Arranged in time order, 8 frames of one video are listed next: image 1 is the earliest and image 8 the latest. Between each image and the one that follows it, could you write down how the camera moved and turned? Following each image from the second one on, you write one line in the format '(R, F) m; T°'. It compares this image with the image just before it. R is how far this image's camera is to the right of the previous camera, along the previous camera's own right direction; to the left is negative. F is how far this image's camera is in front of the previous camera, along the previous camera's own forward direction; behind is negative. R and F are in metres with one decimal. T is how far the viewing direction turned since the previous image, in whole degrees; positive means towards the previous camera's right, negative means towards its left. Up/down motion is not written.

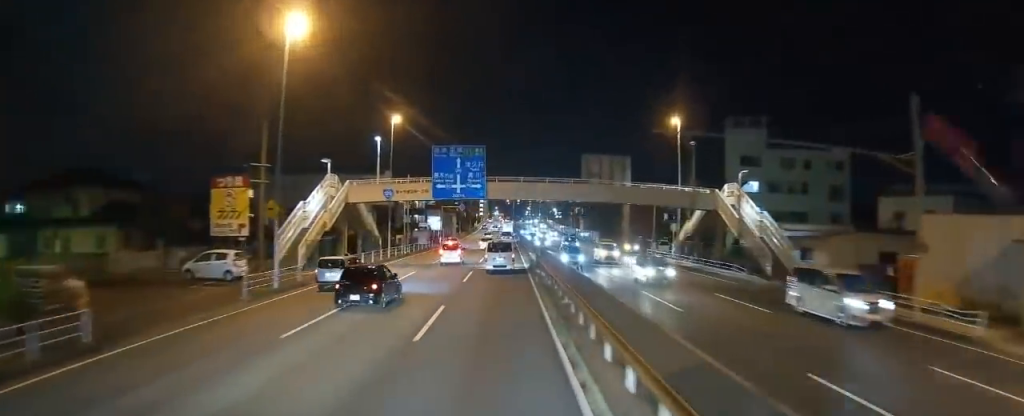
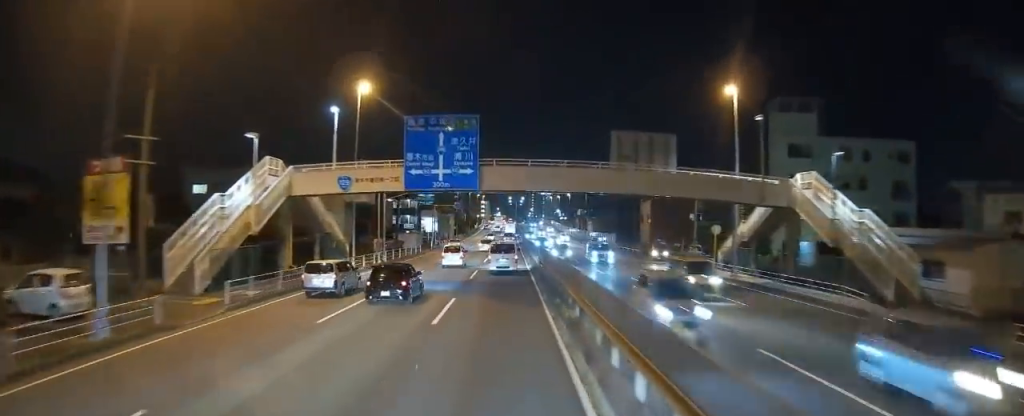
(+0.1, +12.2) m; +1°
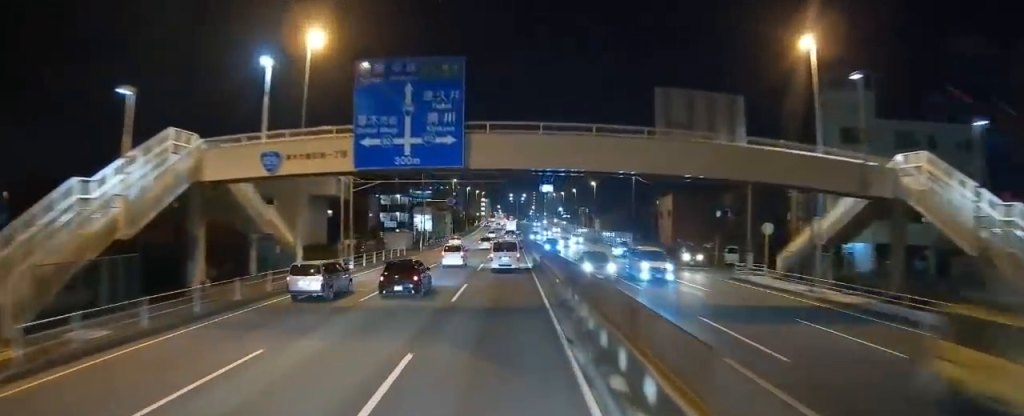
(0.0, +10.1) m; 0°
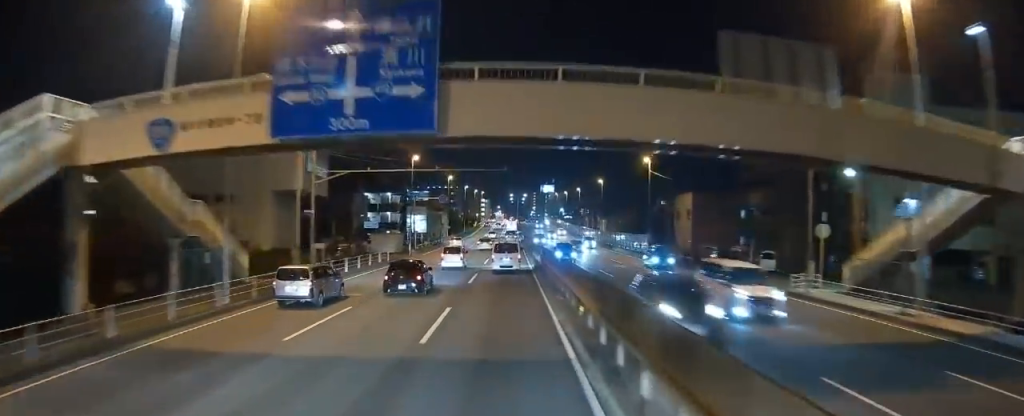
(0.0, +7.4) m; 0°
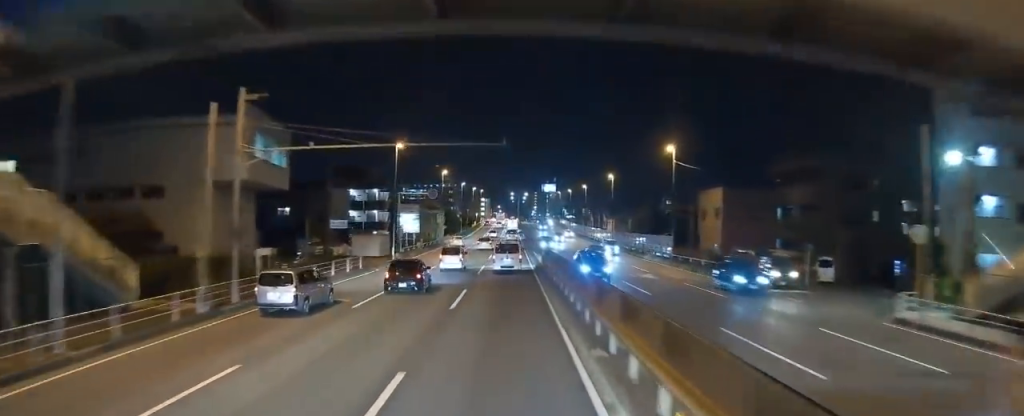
(0.0, +8.6) m; 0°
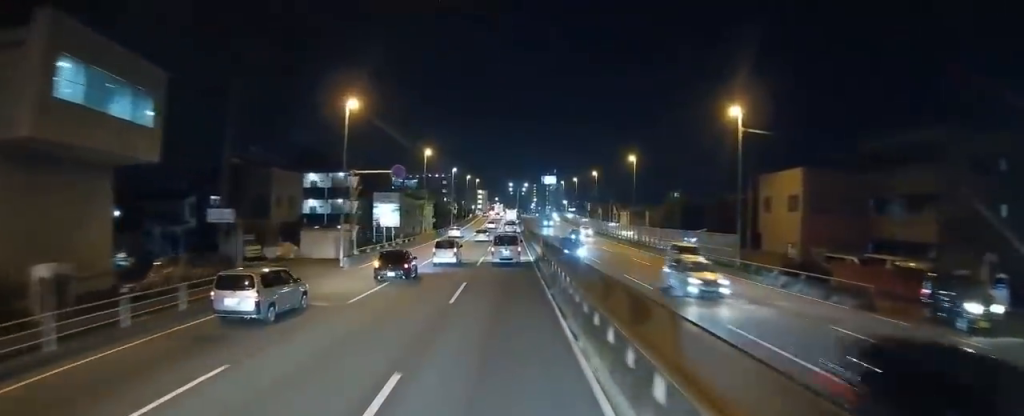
(-0.1, +15.2) m; -2°
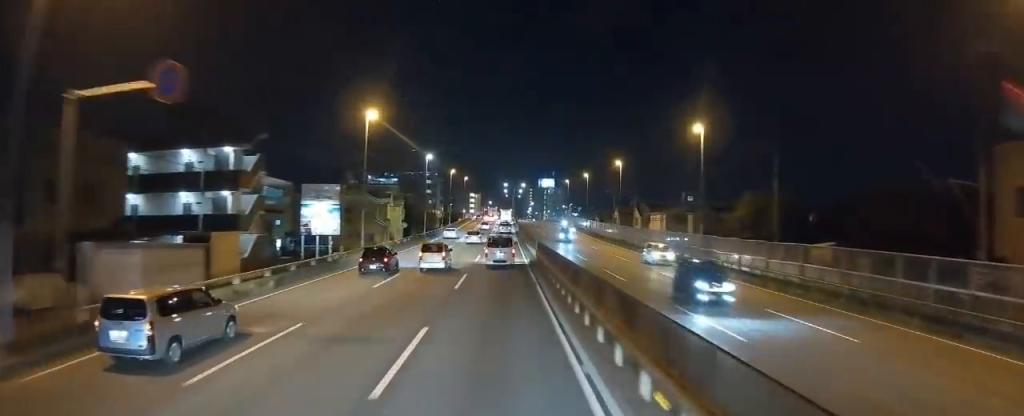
(-0.5, +25.5) m; +1°
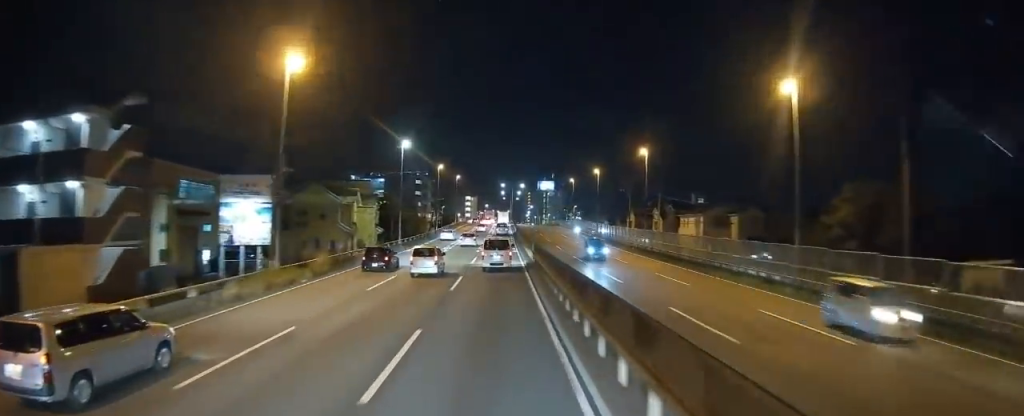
(+0.4, +15.0) m; +2°
